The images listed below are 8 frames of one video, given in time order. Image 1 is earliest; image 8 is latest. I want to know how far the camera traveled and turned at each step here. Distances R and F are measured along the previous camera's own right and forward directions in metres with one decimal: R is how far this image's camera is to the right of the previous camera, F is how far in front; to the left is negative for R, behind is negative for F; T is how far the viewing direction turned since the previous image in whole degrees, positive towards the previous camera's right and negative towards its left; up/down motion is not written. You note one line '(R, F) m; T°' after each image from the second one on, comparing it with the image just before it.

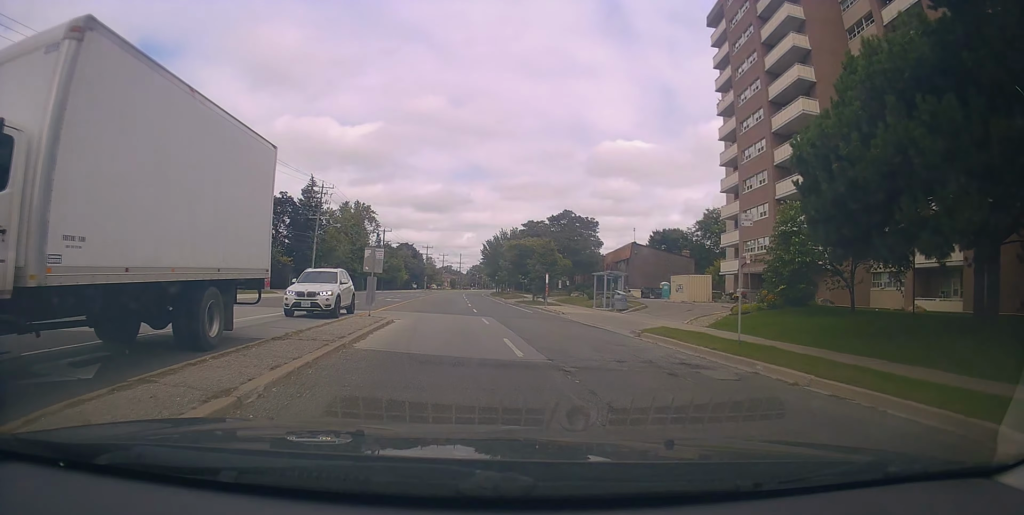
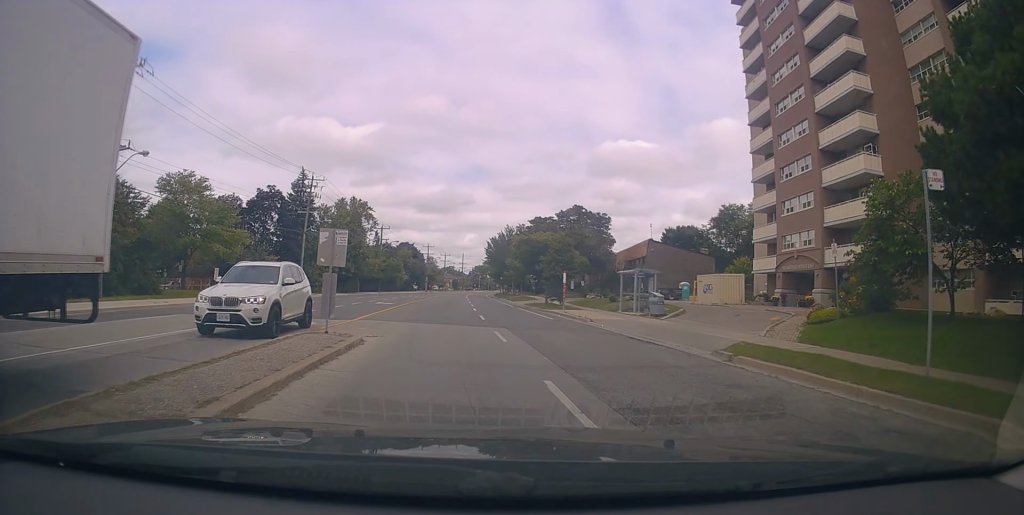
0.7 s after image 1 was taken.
(+0.1, +6.9) m; 0°
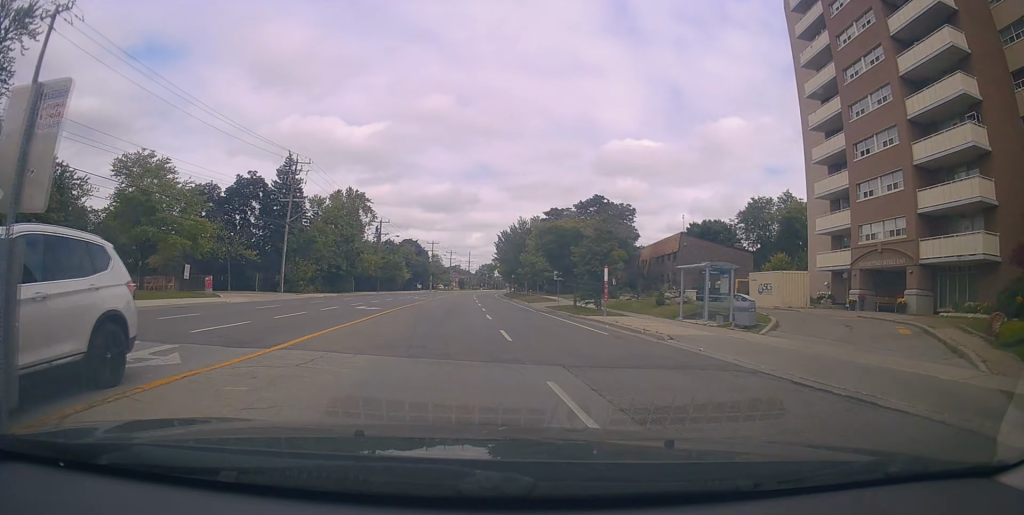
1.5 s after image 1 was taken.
(-0.1, +10.9) m; -1°
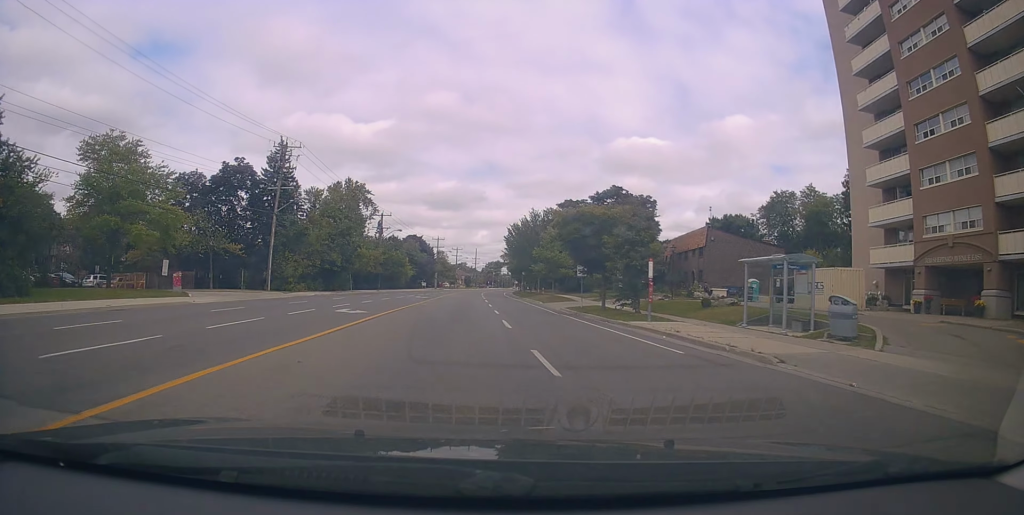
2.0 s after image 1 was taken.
(0.0, +6.8) m; 0°
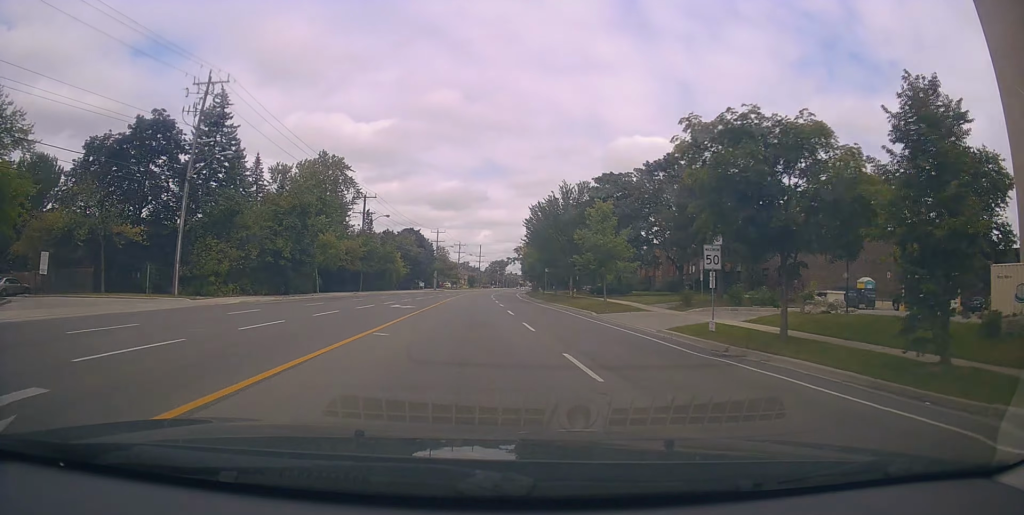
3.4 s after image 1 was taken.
(+0.1, +18.5) m; +2°
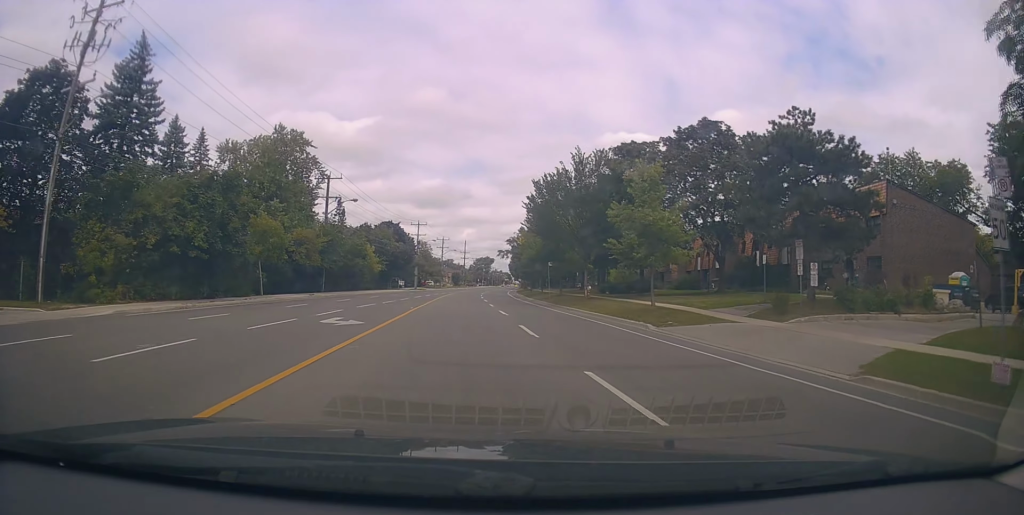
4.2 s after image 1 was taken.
(+0.1, +10.4) m; +2°
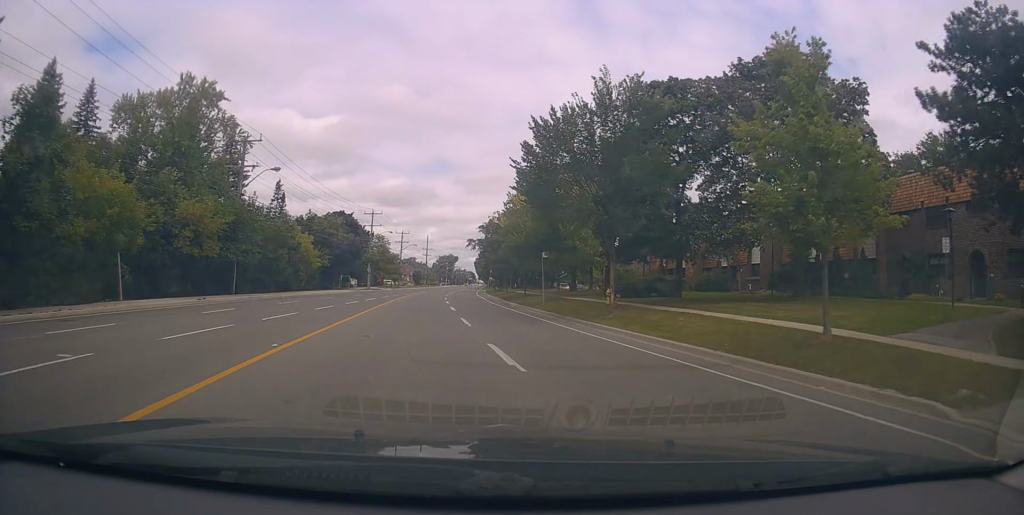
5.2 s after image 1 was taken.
(+0.2, +13.1) m; +1°
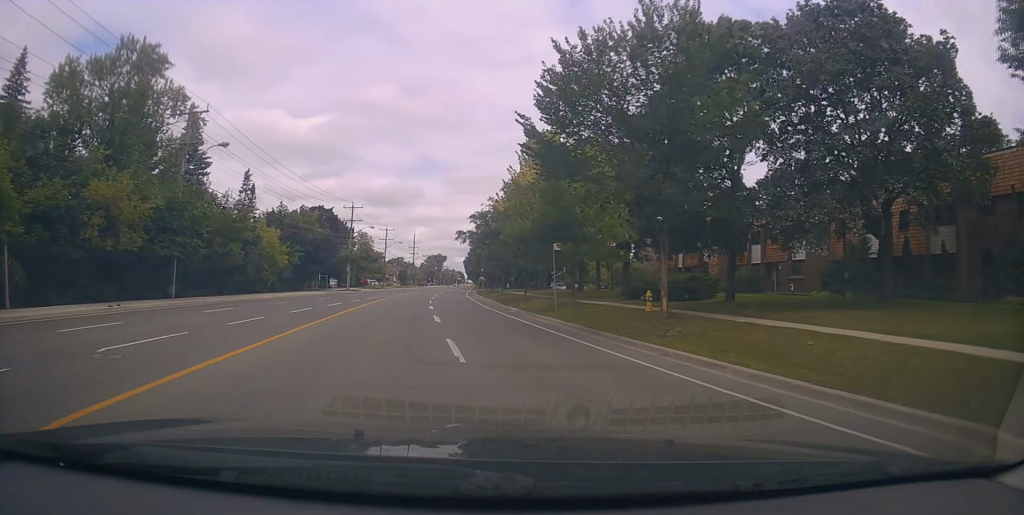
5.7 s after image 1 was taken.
(0.0, +7.2) m; +1°
